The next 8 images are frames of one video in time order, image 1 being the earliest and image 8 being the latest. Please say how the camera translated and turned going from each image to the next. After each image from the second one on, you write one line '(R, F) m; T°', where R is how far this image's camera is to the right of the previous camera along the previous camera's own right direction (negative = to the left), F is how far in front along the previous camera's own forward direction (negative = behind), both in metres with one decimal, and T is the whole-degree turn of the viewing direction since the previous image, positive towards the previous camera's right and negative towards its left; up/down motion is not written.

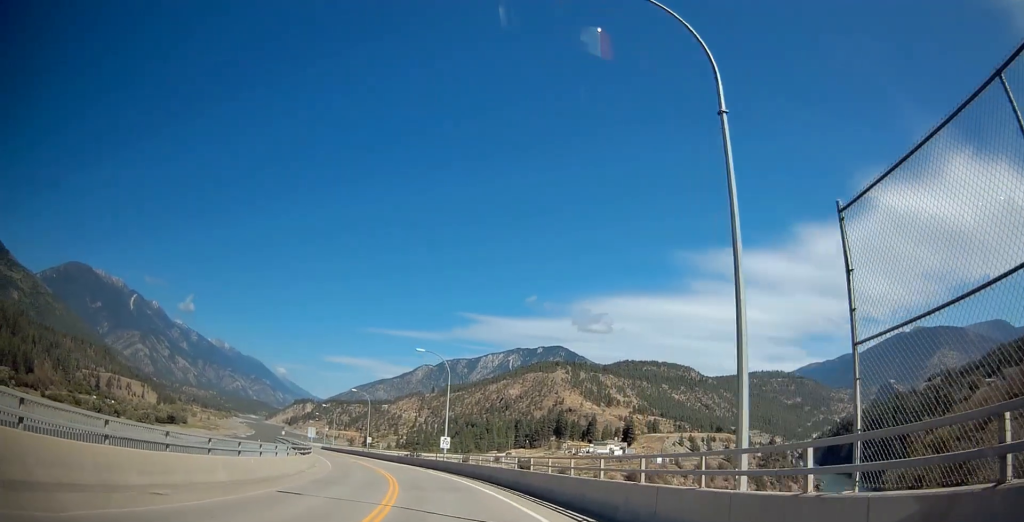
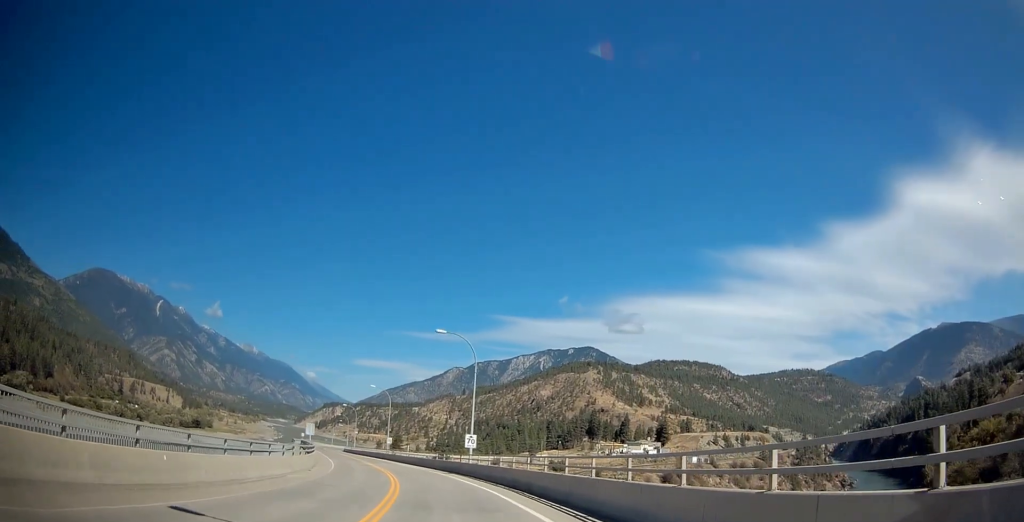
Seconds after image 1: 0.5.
(0.0, +7.9) m; -3°
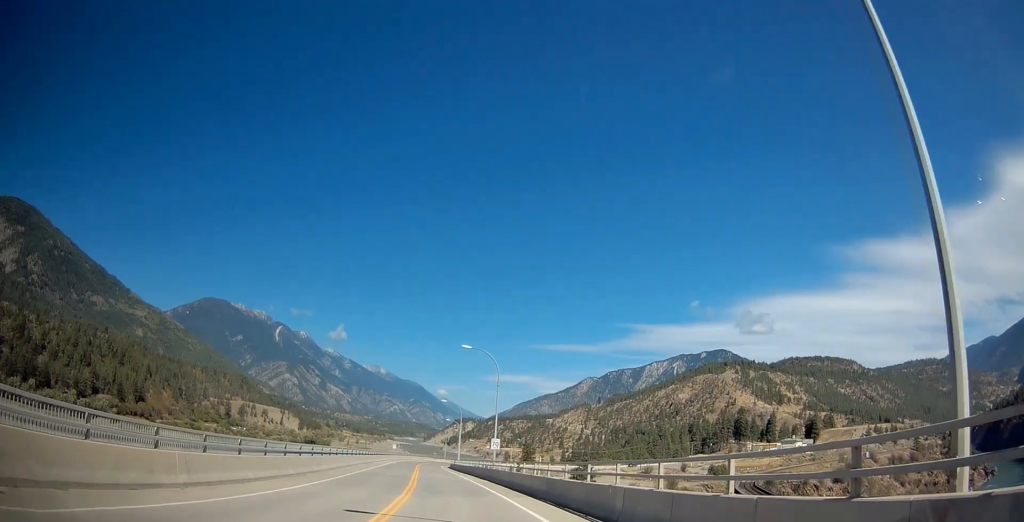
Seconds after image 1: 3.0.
(-3.8, +36.7) m; -12°
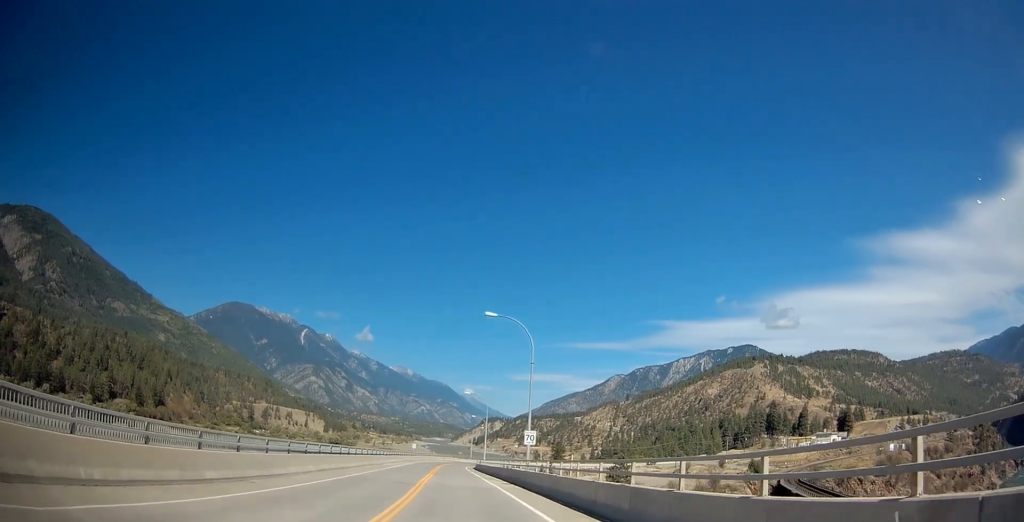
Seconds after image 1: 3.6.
(-0.3, +9.7) m; -4°
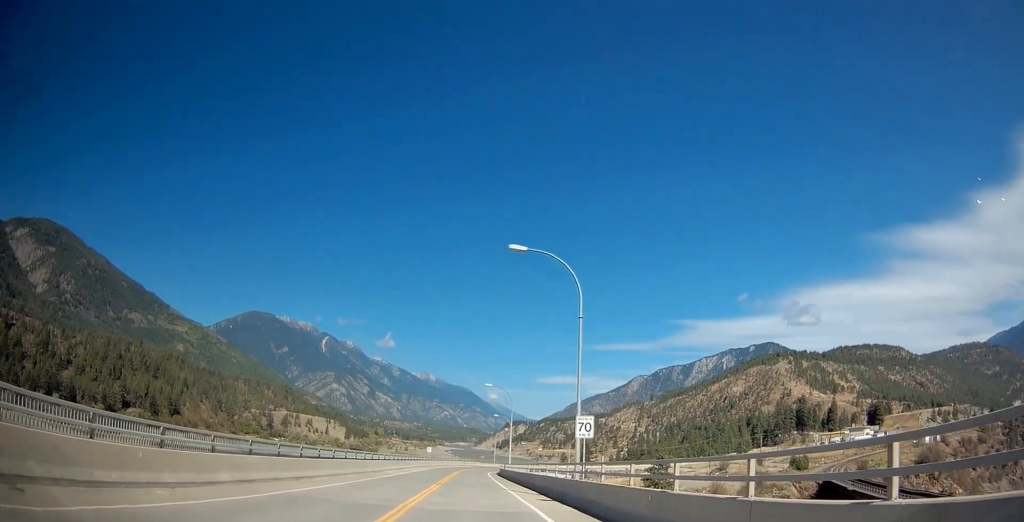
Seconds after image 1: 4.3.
(-0.4, +11.4) m; -2°
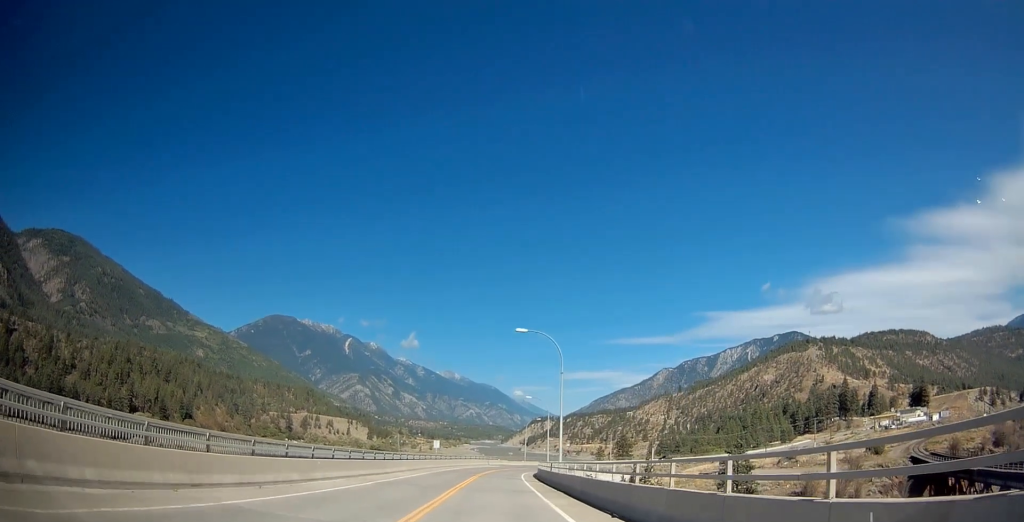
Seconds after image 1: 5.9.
(-0.9, +24.9) m; -4°
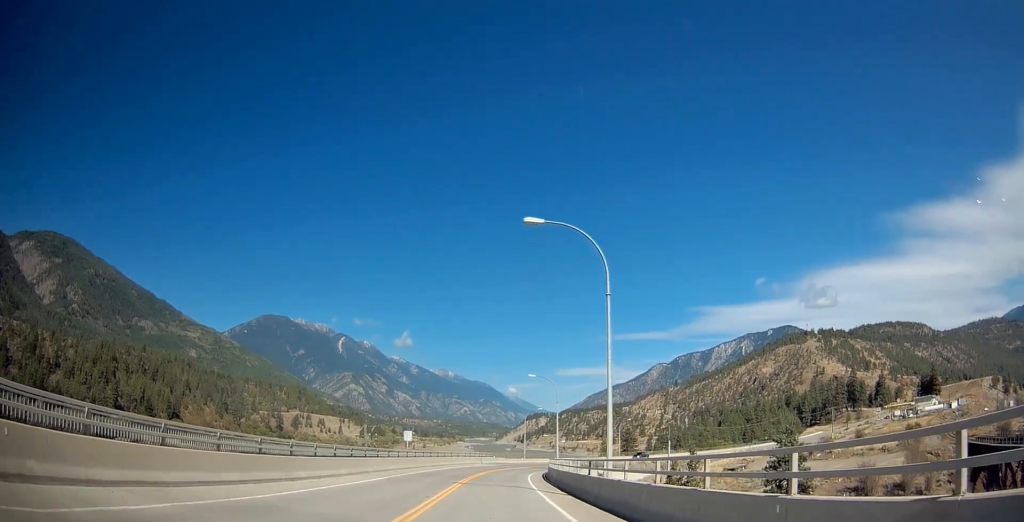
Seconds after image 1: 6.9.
(-0.3, +17.0) m; -1°
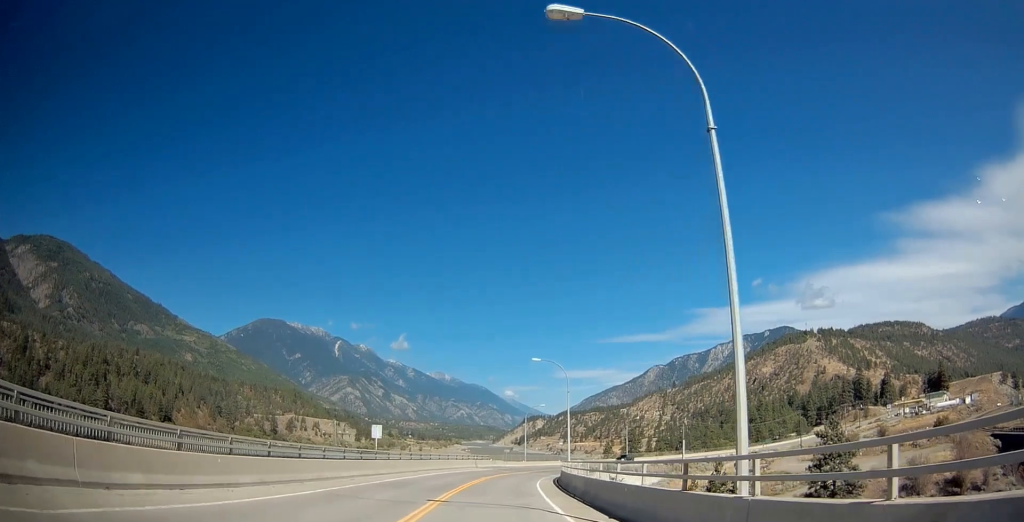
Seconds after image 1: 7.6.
(+0.1, +11.1) m; 0°
